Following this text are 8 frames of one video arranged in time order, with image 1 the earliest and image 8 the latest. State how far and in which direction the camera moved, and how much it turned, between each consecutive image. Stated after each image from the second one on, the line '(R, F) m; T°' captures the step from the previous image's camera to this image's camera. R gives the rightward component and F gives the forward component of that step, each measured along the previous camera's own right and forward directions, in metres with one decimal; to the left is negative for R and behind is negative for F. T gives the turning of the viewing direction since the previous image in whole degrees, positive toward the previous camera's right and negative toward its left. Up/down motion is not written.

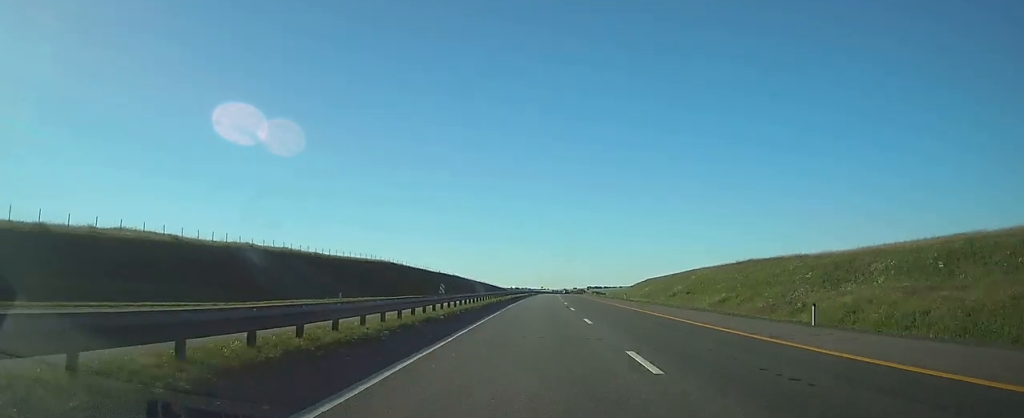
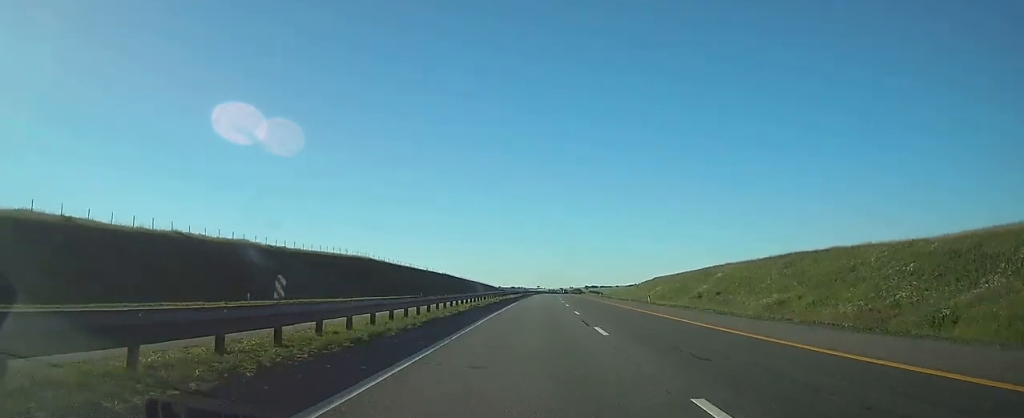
(+0.1, +17.0) m; 0°
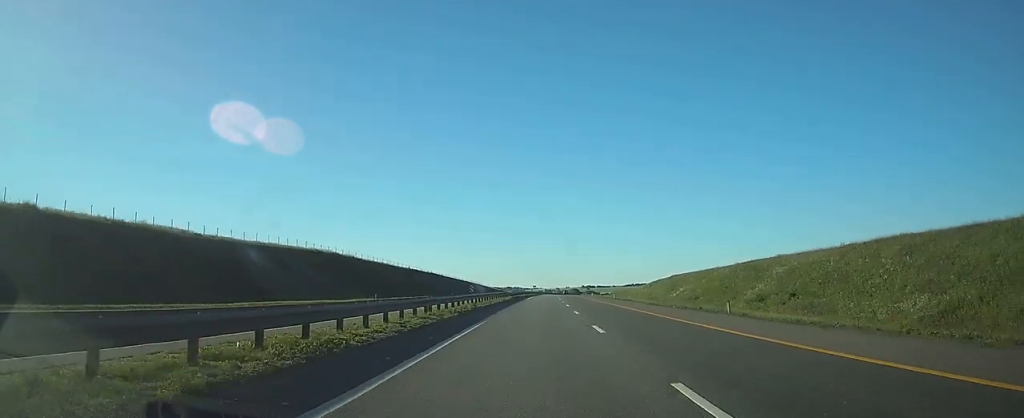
(+0.1, +22.5) m; +1°
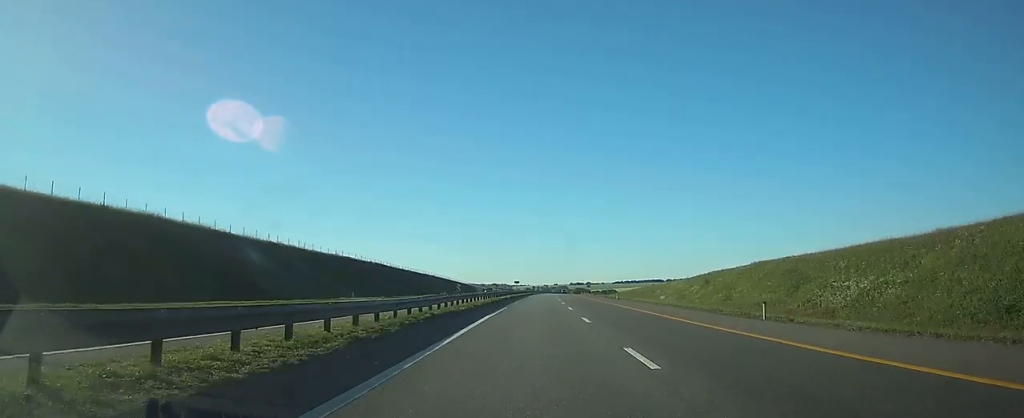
(+0.6, +55.2) m; +1°
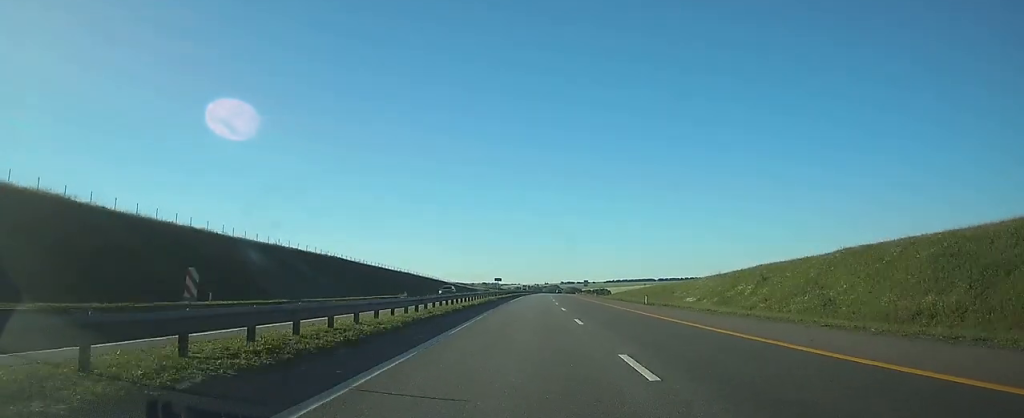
(0.0, +24.8) m; 0°
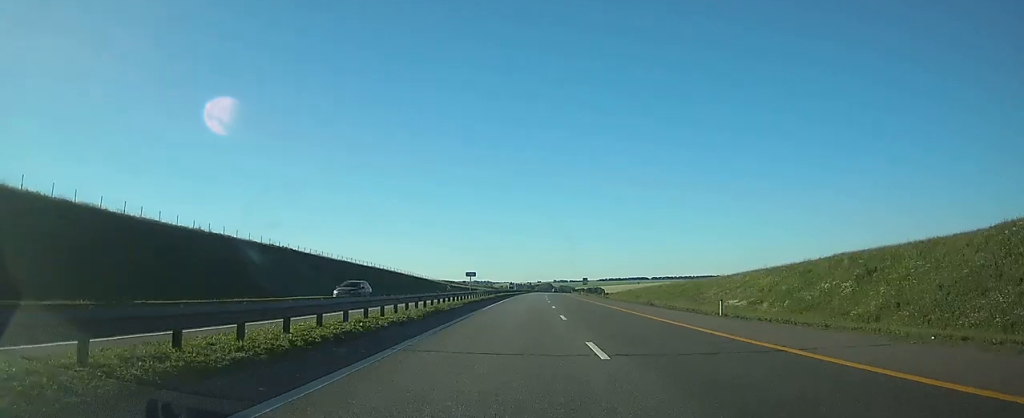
(+0.2, +21.5) m; +1°
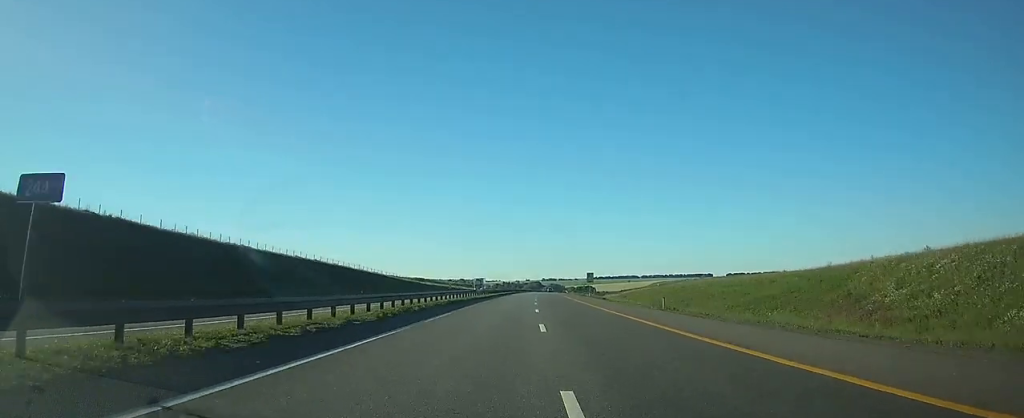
(+0.6, +41.9) m; +2°
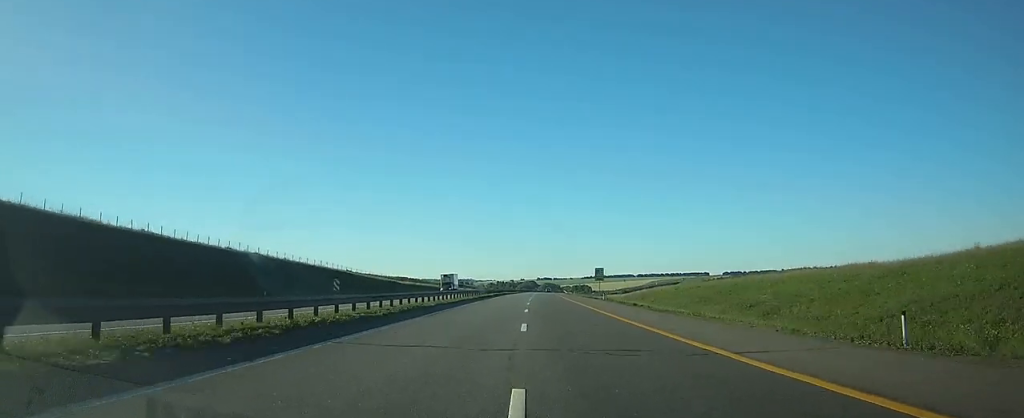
(+0.2, +23.9) m; +1°
